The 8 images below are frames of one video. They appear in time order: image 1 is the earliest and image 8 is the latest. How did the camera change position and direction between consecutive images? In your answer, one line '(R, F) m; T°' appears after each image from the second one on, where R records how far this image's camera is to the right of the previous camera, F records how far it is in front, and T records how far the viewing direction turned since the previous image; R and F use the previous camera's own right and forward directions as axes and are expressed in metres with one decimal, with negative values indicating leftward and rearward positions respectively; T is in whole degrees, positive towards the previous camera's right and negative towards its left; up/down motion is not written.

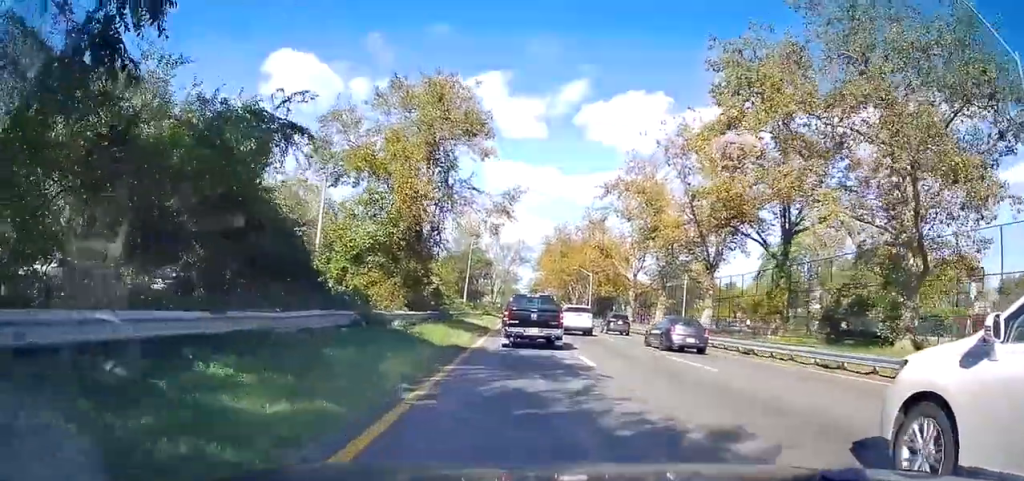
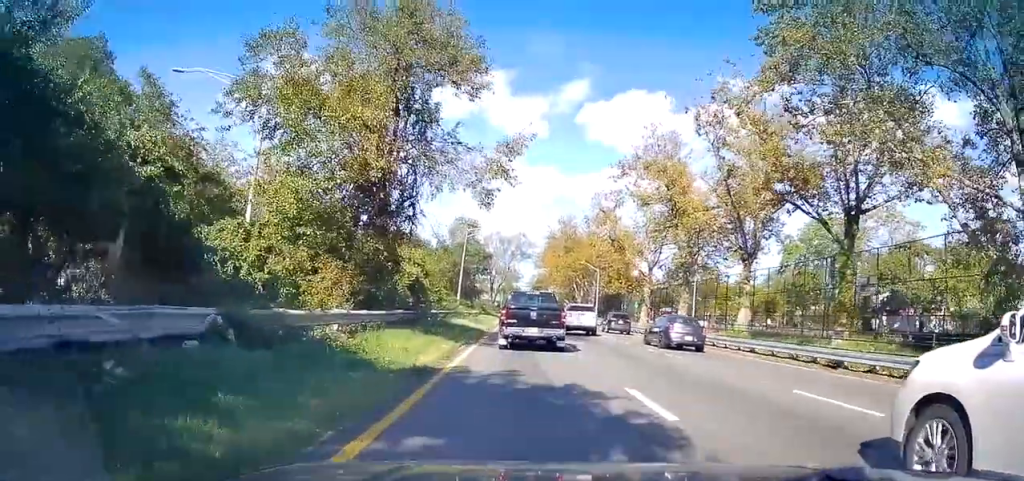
(+0.1, +9.1) m; +1°
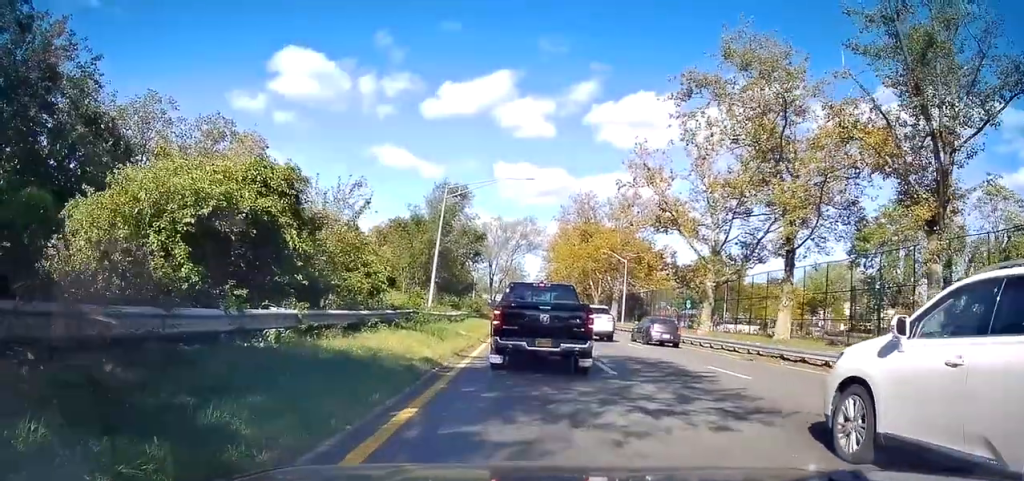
(-0.6, +24.1) m; -2°
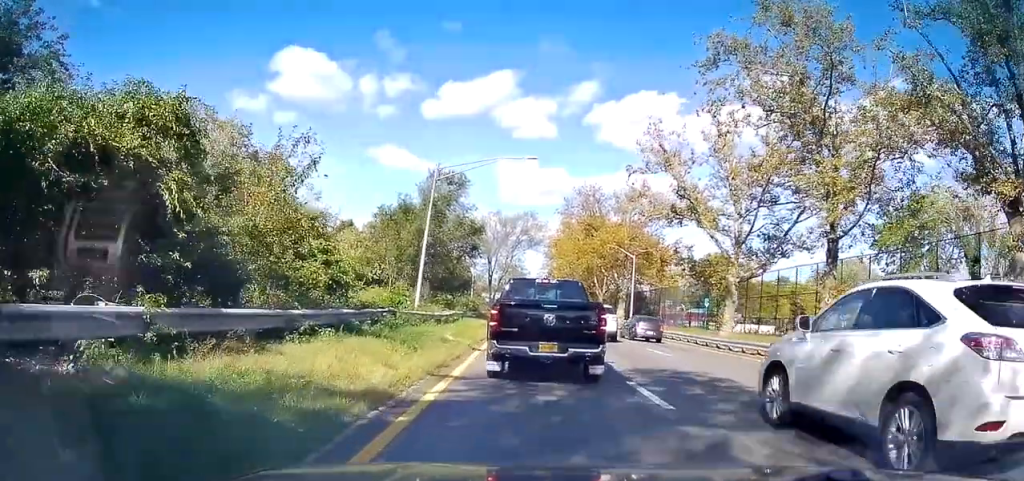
(+0.4, +7.3) m; +1°
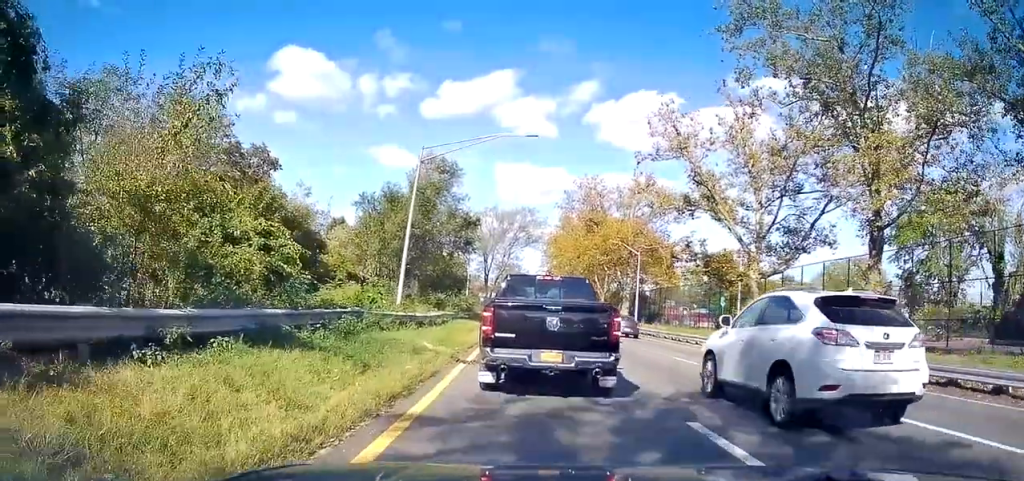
(-0.4, +6.9) m; -1°
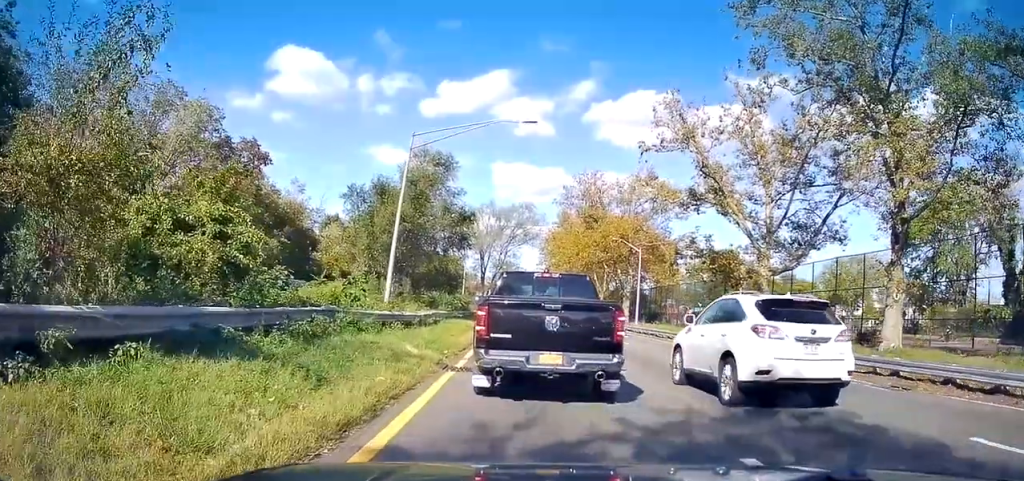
(+0.1, +3.5) m; +1°
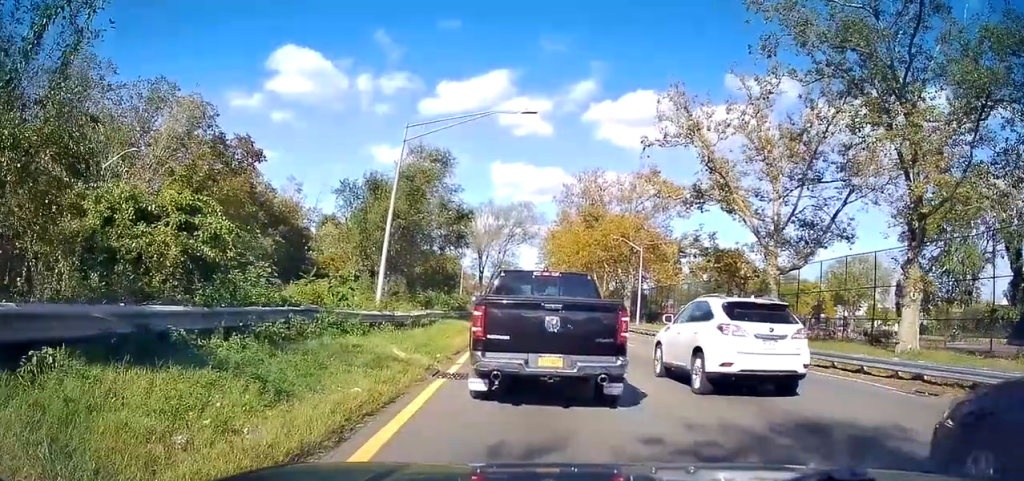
(+0.1, +2.5) m; +1°
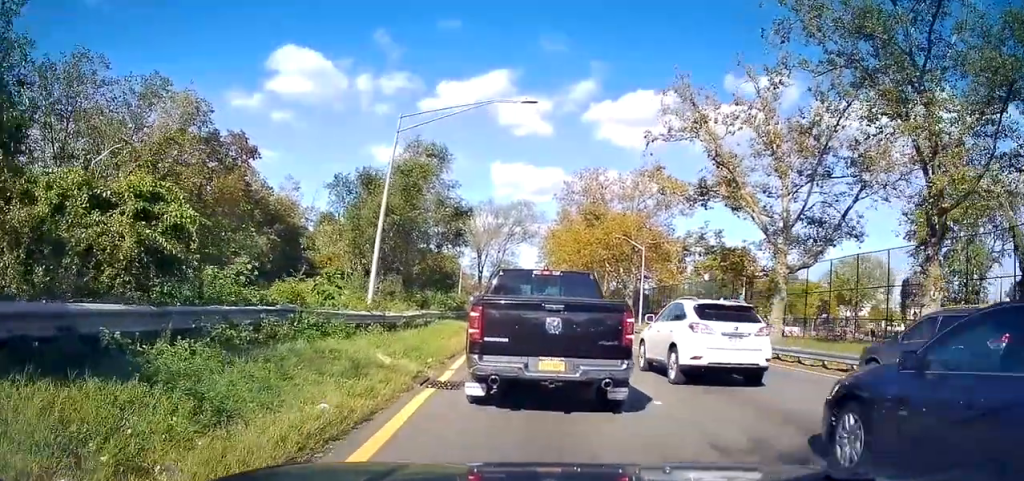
(0.0, +2.4) m; -2°
